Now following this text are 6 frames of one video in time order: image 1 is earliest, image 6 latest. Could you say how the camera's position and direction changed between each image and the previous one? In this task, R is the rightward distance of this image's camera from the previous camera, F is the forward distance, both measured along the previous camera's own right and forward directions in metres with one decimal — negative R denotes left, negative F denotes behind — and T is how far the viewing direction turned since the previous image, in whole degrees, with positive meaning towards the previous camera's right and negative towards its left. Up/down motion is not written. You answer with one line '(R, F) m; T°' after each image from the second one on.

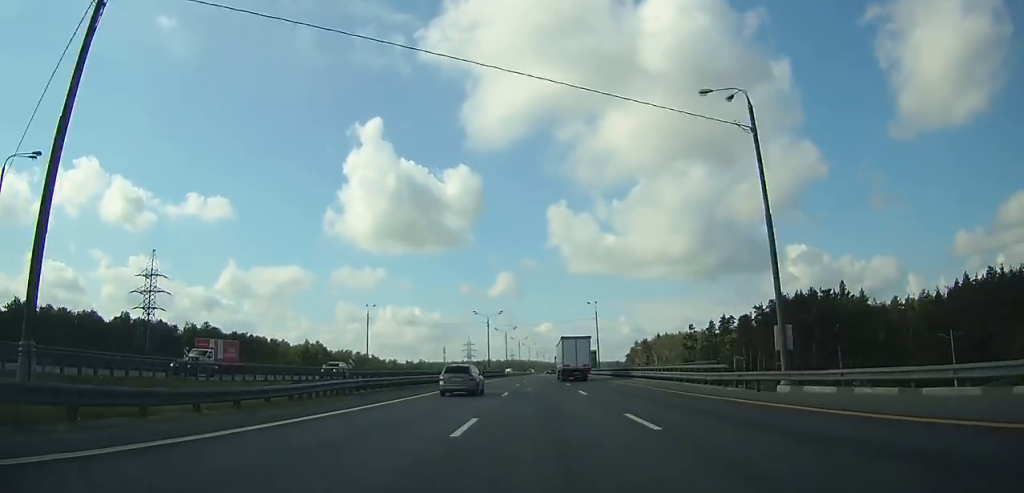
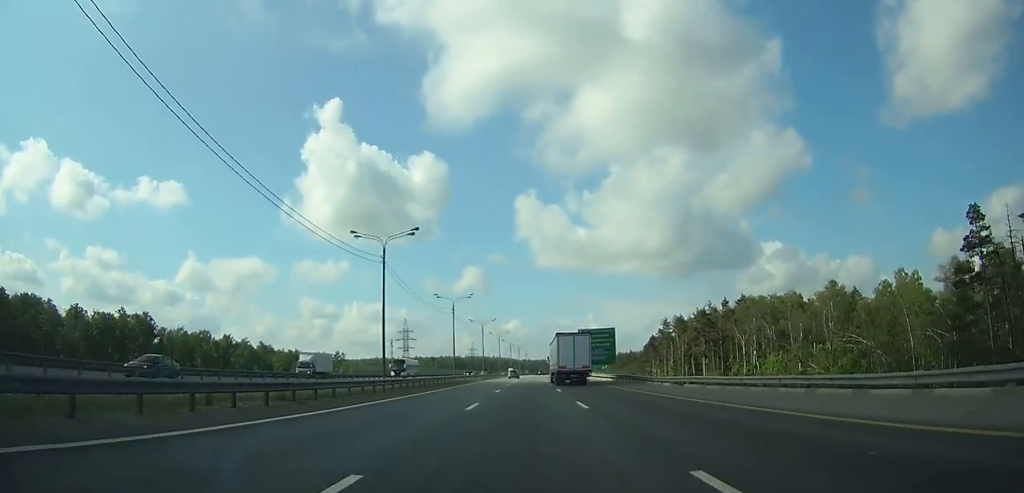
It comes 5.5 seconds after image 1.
(+2.7, +119.8) m; +2°
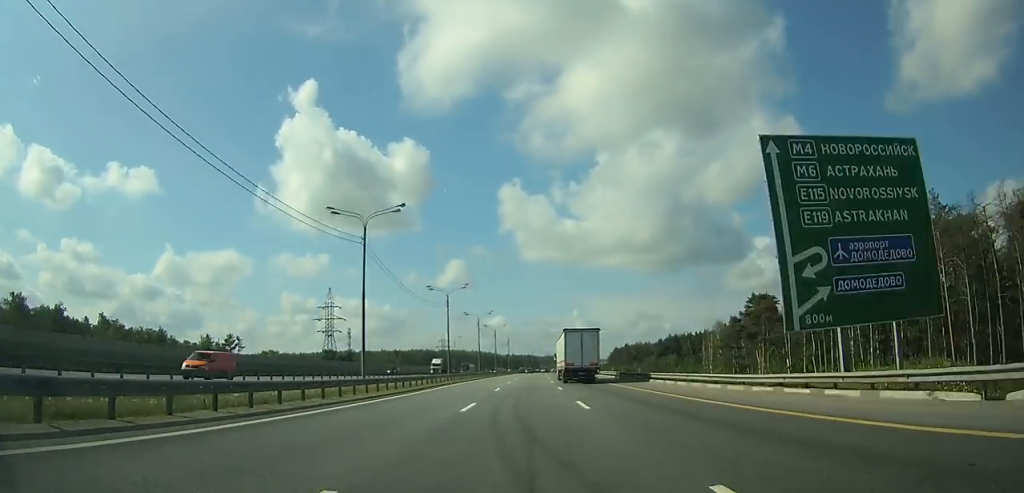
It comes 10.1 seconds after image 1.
(+0.9, +97.8) m; +2°
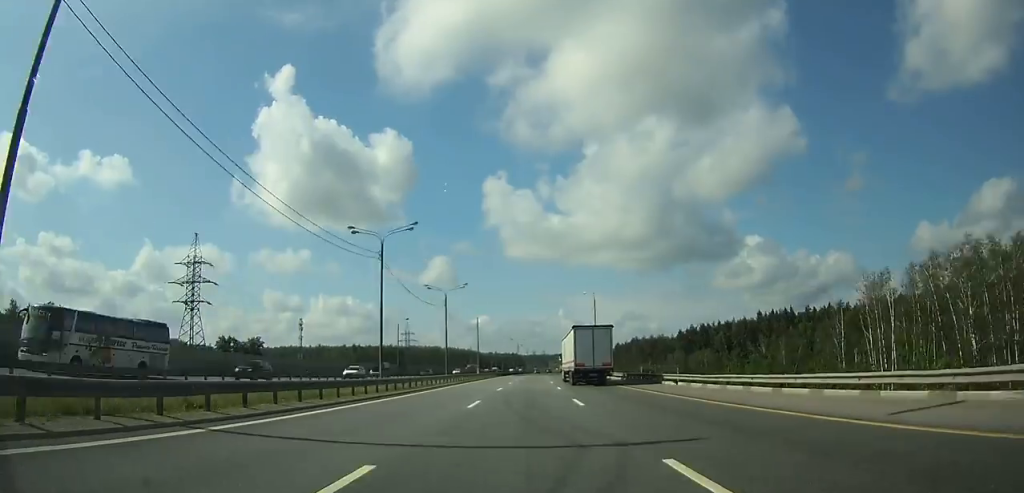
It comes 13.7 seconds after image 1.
(+1.4, +78.5) m; +2°
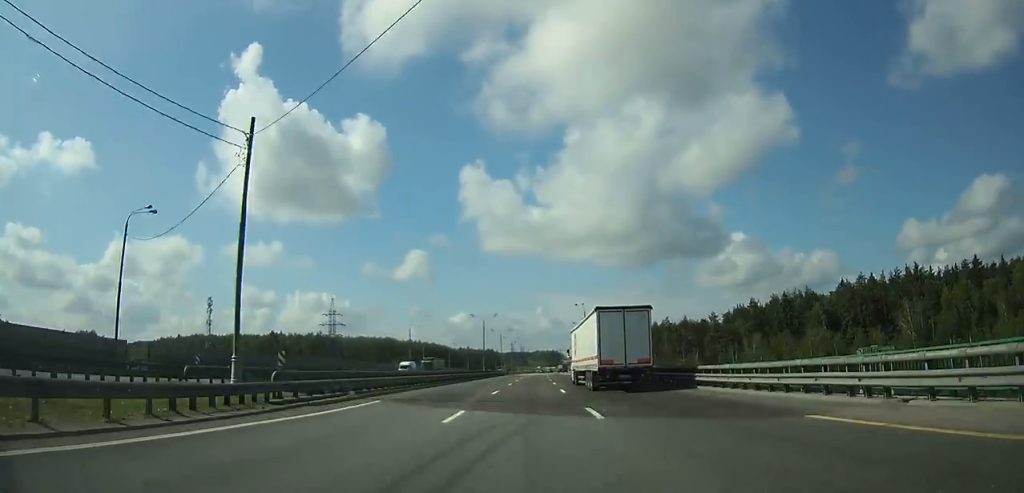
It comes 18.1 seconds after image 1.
(+1.5, +100.4) m; +2°
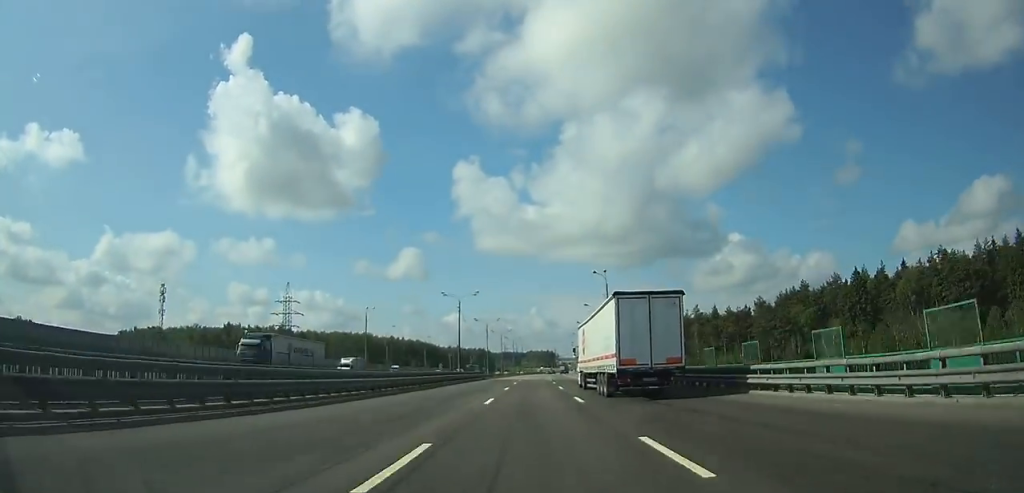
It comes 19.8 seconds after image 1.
(+0.3, +40.1) m; +1°
